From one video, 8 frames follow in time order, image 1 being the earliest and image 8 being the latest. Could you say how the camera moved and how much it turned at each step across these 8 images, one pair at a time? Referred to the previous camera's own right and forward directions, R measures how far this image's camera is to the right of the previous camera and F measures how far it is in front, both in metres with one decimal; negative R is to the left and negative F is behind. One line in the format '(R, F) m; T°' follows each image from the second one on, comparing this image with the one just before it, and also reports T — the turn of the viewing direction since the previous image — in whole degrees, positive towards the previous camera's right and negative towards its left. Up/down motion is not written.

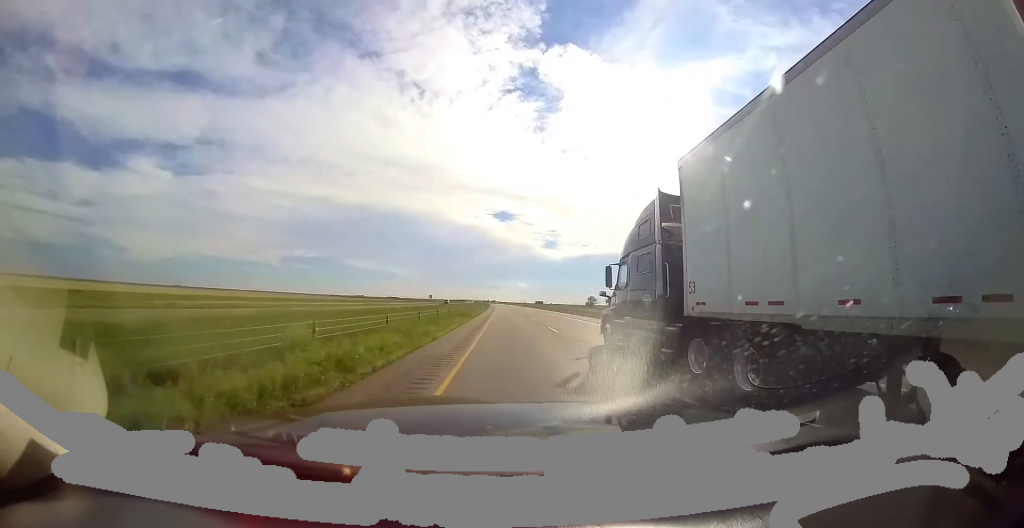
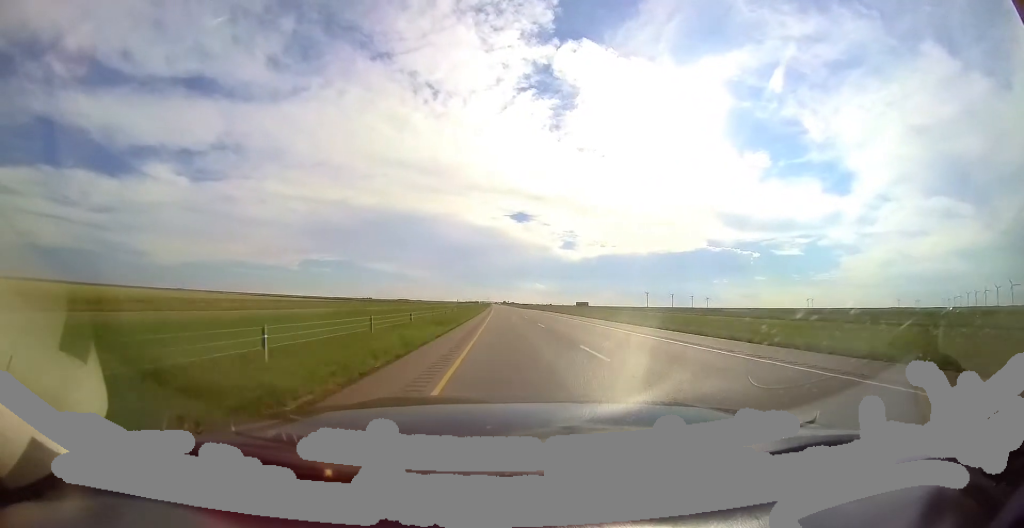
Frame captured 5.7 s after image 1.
(-6.5, +205.7) m; -3°
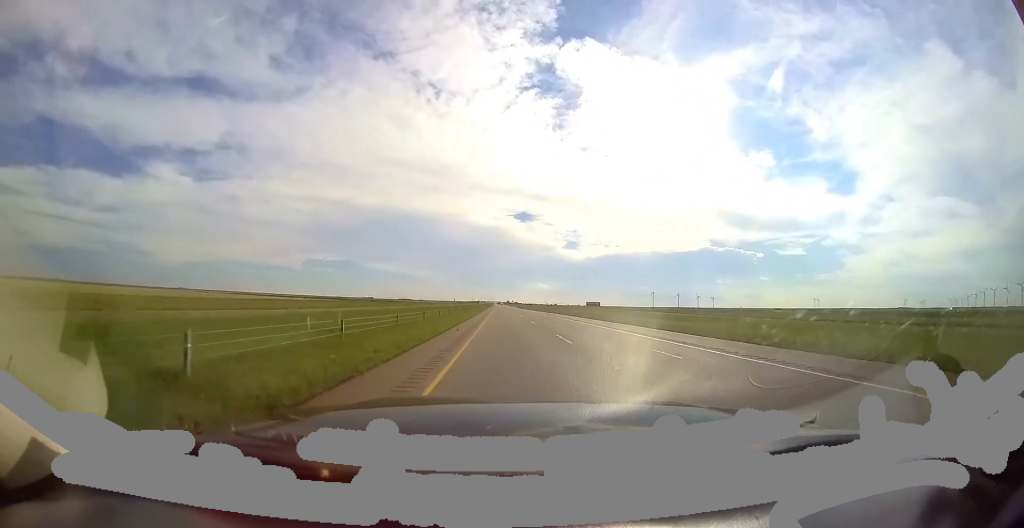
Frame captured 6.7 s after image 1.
(-0.4, +33.2) m; 0°
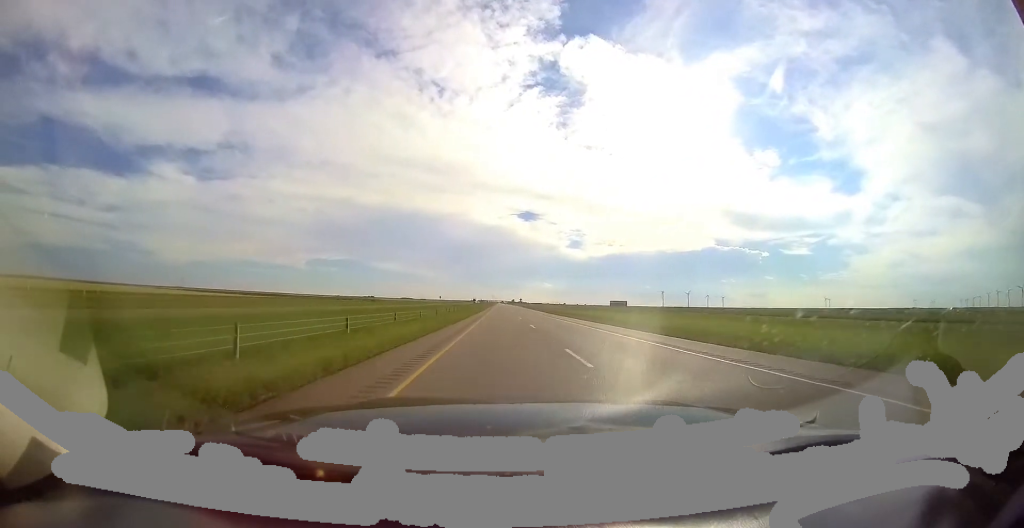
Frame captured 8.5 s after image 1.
(+0.4, +66.0) m; -1°
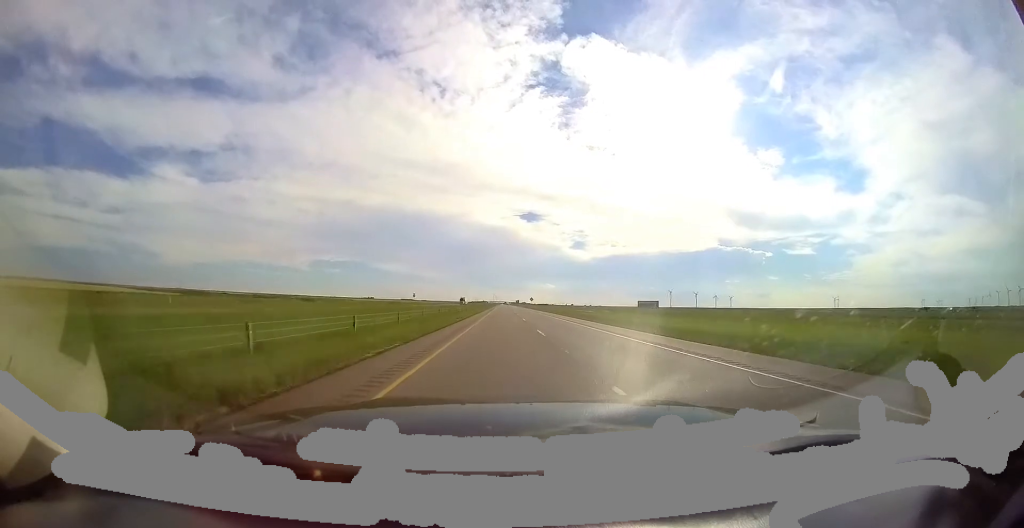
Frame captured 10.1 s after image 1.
(-0.9, +53.8) m; -1°
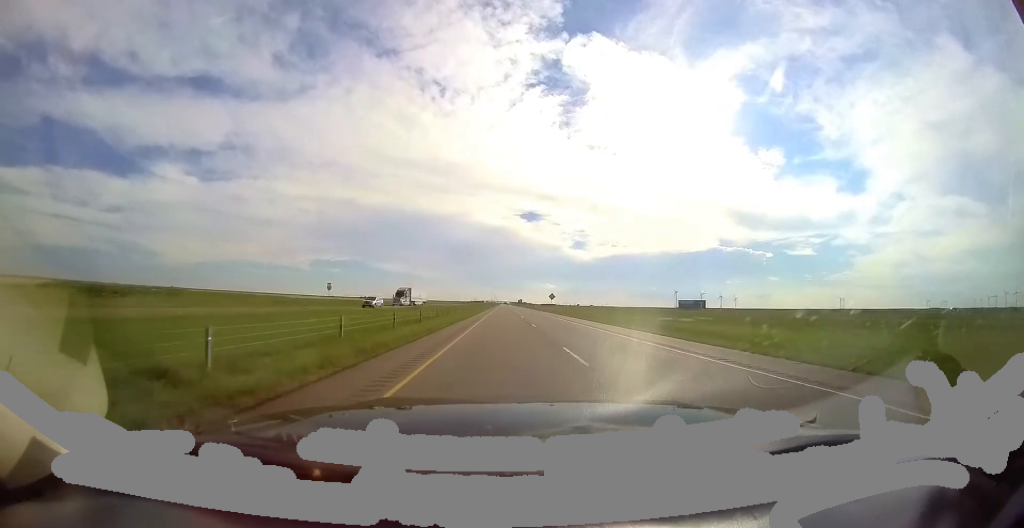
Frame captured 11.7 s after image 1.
(-0.4, +56.1) m; 0°
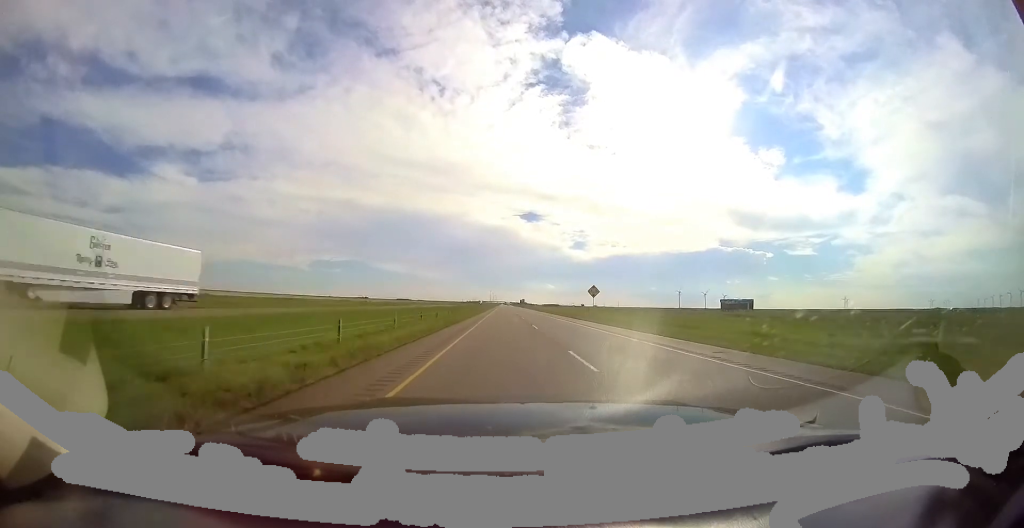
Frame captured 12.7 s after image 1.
(-0.2, +37.4) m; 0°
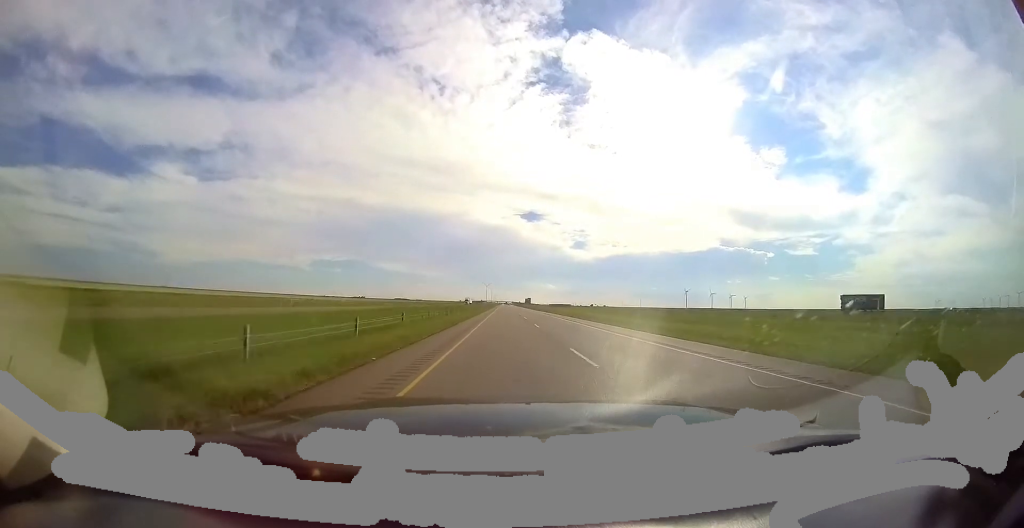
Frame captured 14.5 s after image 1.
(+0.6, +60.6) m; +1°
